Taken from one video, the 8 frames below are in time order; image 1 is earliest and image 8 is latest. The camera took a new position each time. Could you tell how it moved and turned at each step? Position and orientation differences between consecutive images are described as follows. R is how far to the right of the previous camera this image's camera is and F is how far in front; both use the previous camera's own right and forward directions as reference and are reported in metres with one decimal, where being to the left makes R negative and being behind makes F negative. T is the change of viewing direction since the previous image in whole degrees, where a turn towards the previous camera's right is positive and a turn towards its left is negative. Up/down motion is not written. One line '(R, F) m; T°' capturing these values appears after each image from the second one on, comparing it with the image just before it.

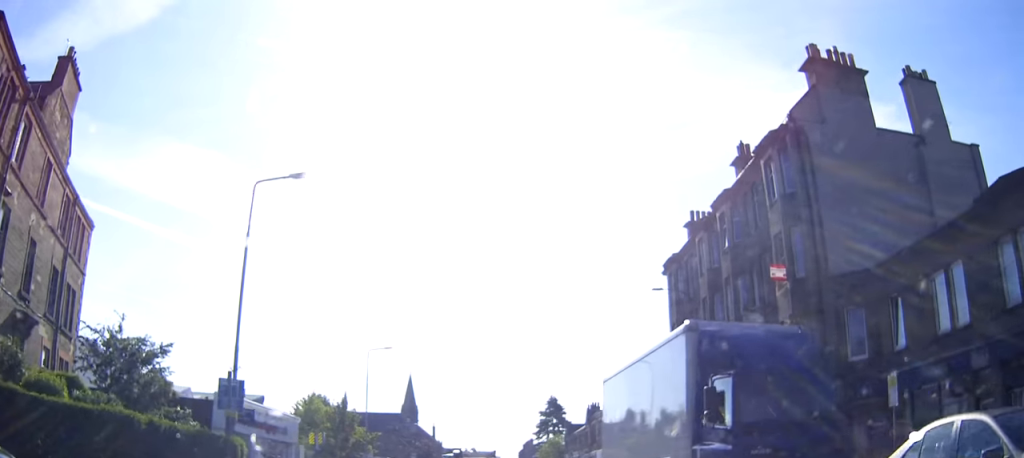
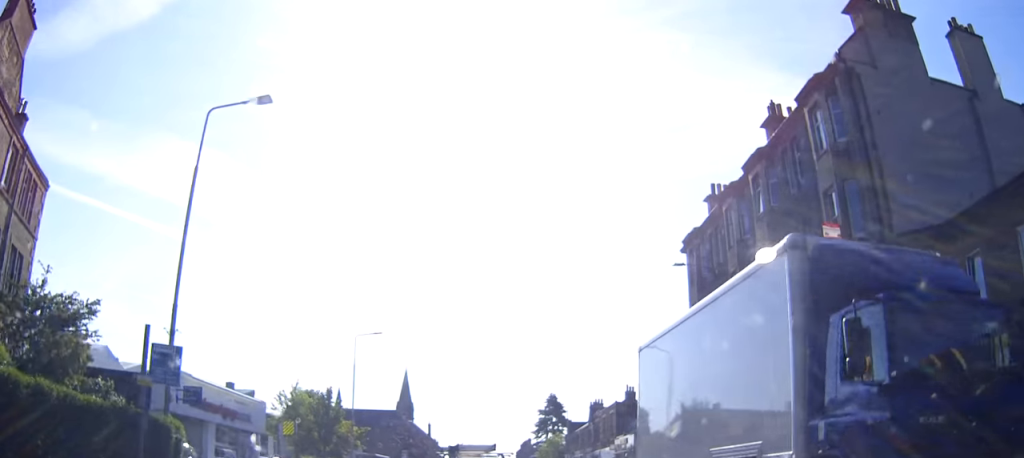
(0.0, +4.7) m; 0°
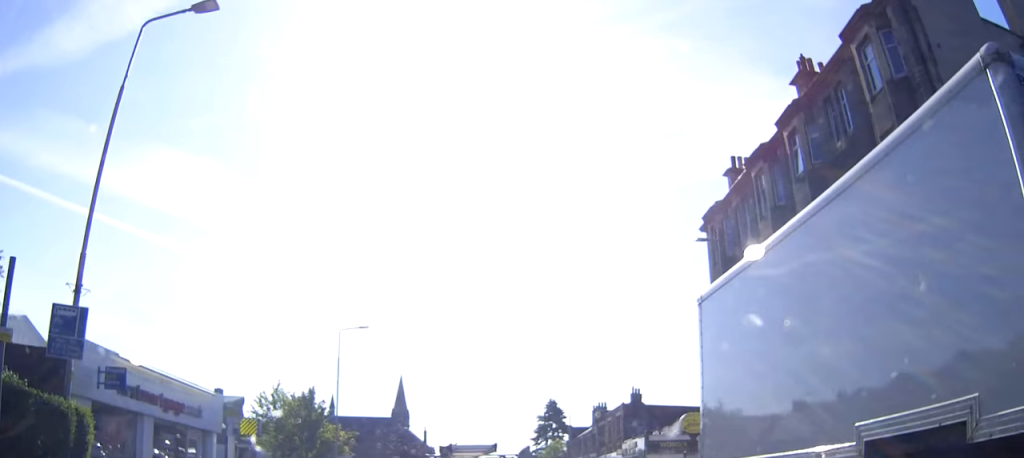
(0.0, +4.6) m; 0°
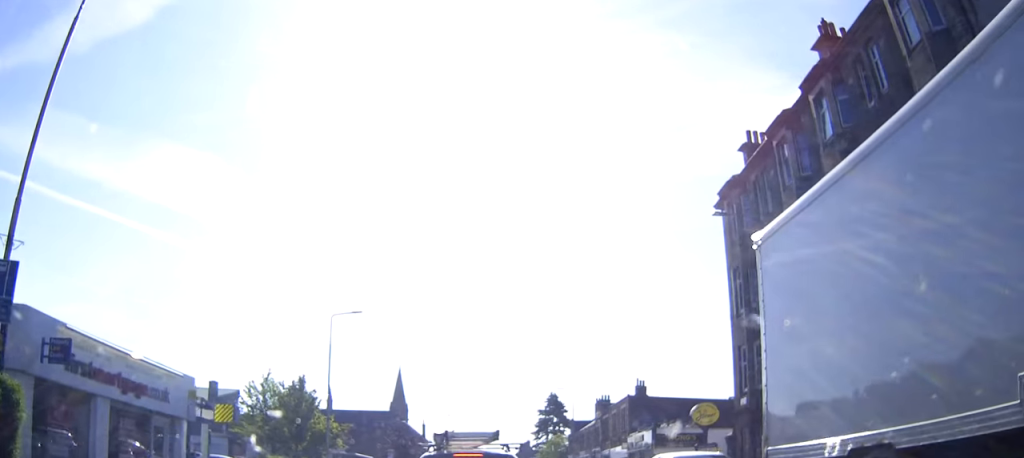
(0.0, +2.5) m; 0°
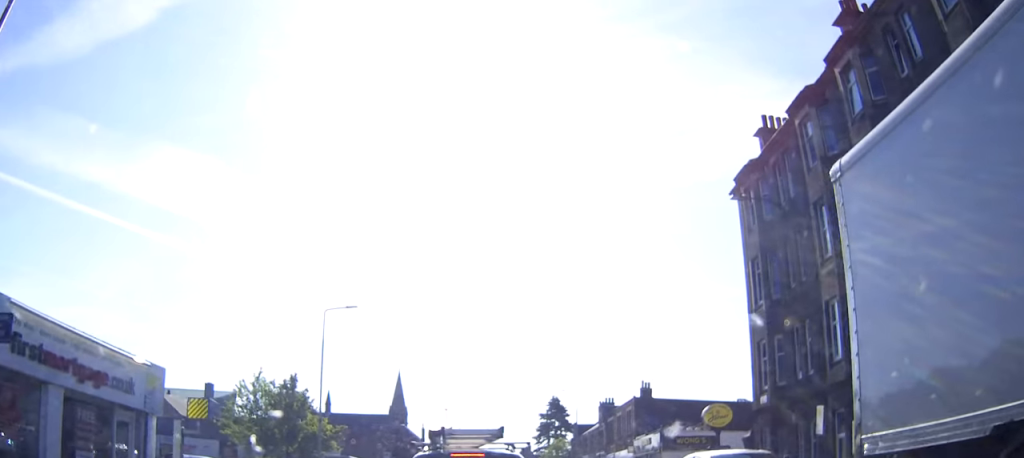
(0.0, +2.1) m; 0°
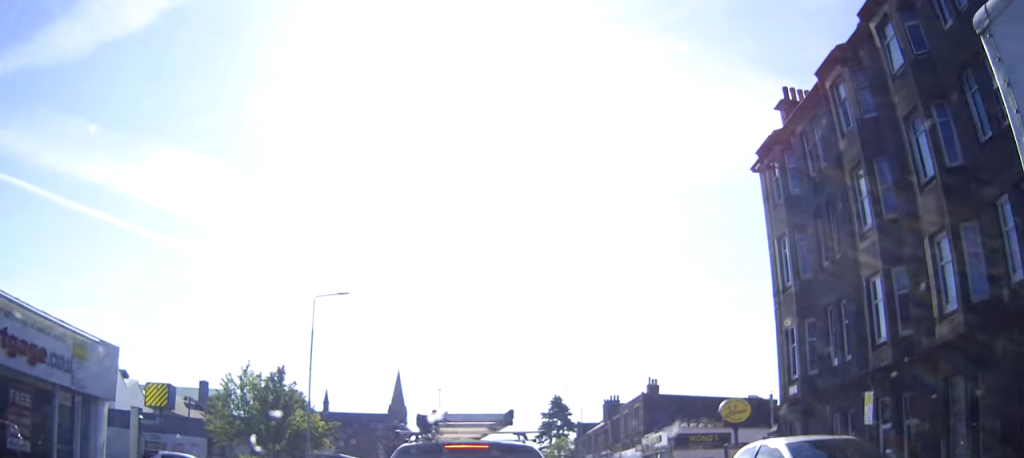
(0.0, +2.8) m; 0°
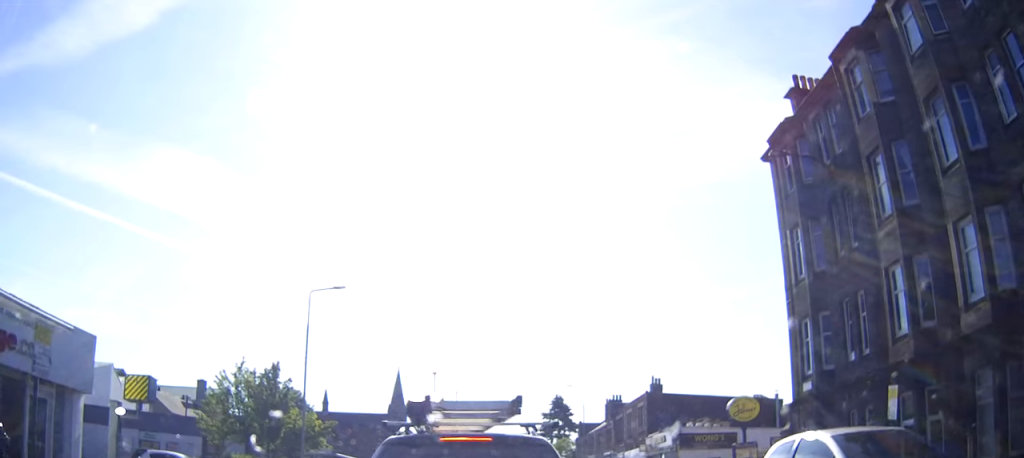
(0.0, +1.1) m; 0°
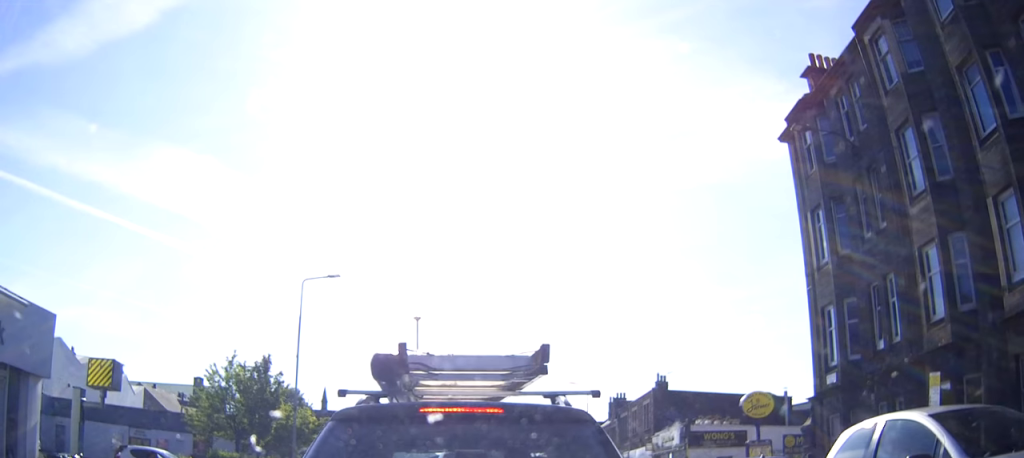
(0.0, +2.1) m; 0°
